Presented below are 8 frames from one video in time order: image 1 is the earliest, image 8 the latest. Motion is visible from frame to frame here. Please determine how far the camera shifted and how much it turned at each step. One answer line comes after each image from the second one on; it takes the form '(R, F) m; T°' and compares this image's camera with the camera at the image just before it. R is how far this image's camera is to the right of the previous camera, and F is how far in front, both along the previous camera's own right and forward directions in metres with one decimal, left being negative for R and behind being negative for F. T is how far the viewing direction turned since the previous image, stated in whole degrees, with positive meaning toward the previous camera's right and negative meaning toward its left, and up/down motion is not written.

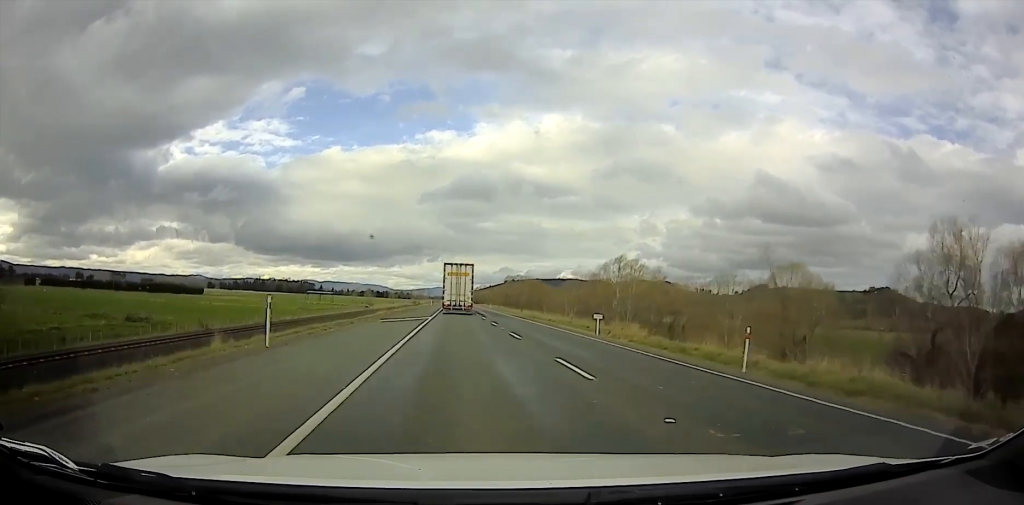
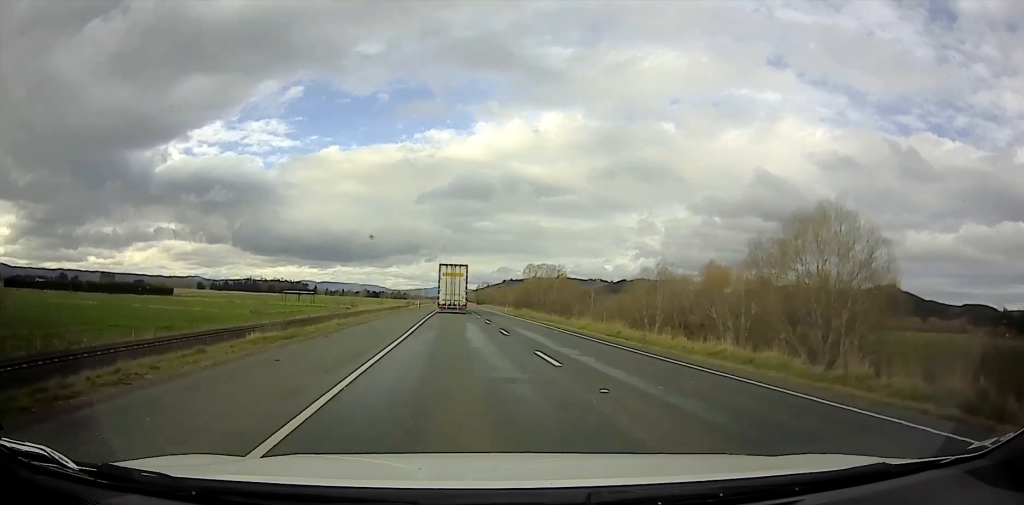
(0.0, +52.8) m; 0°
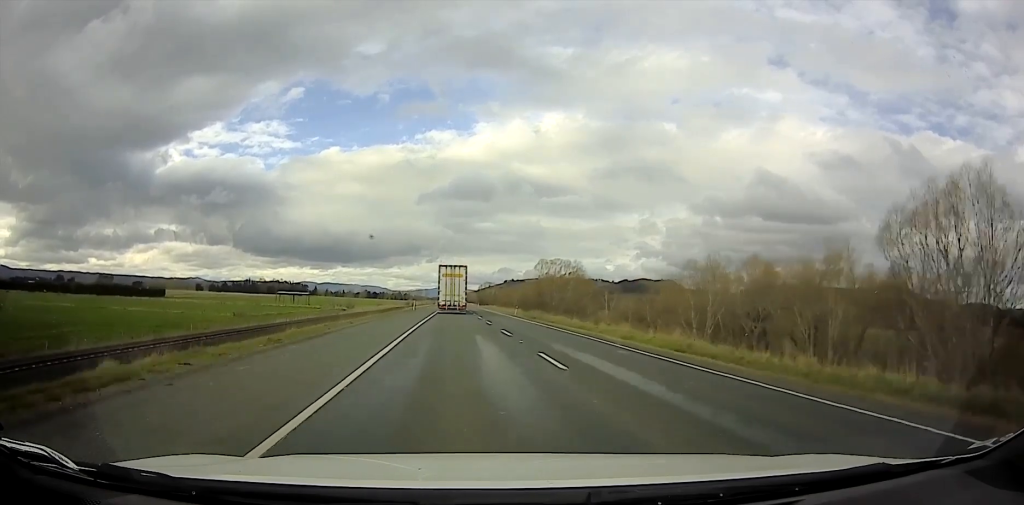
(0.0, +14.0) m; 0°
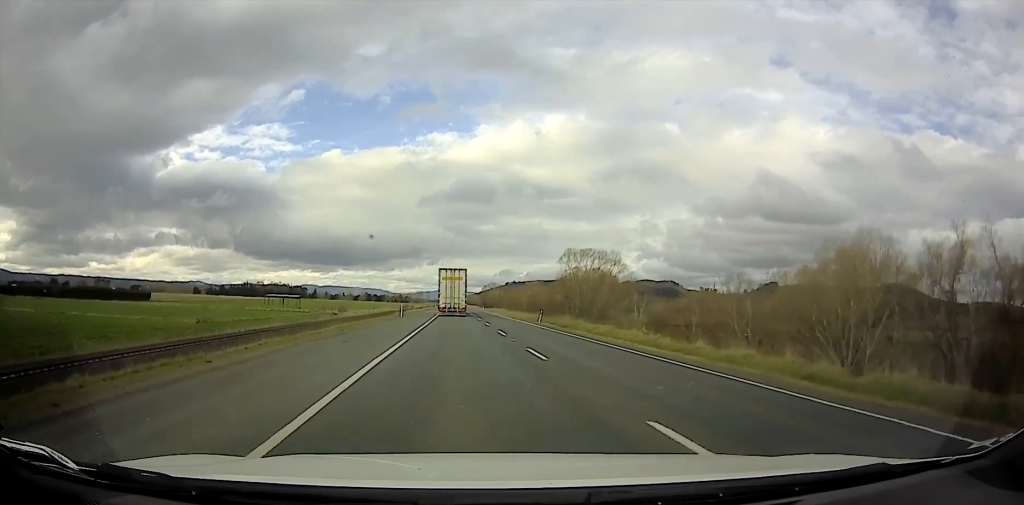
(0.0, +22.5) m; 0°
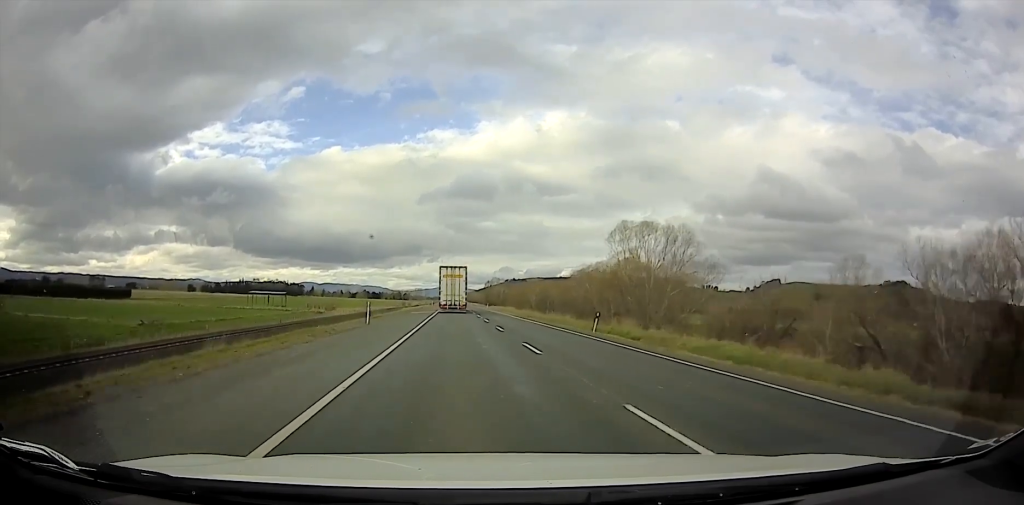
(0.0, +23.5) m; 0°
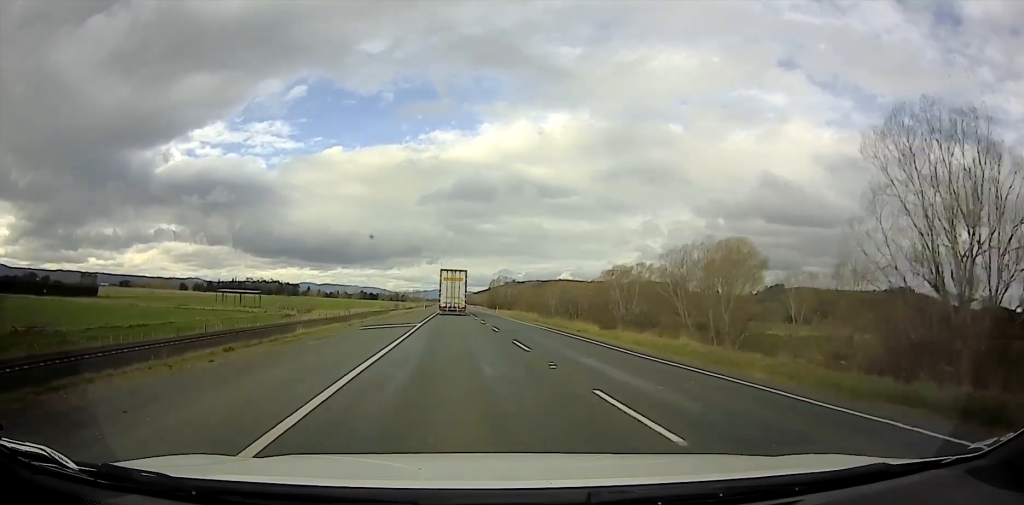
(0.0, +33.0) m; 0°
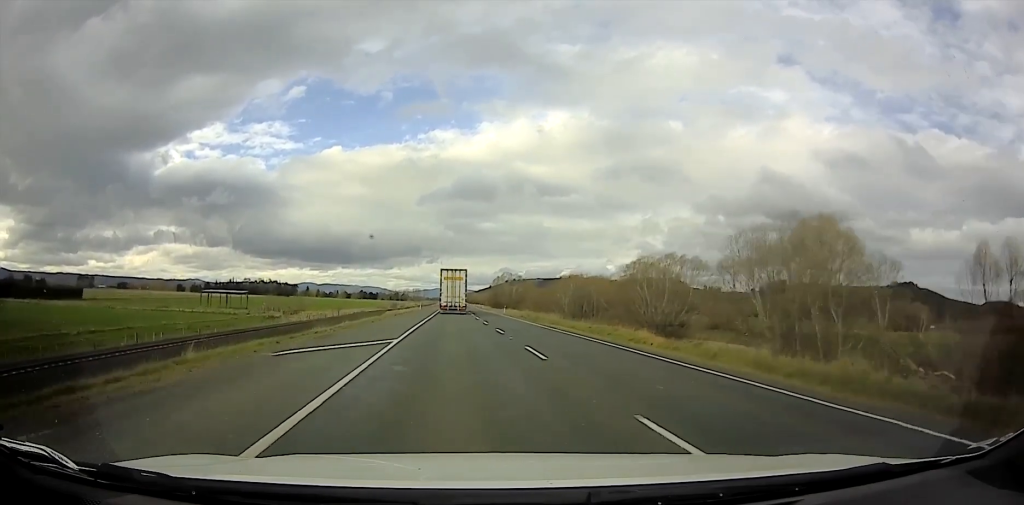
(0.0, +13.8) m; 0°
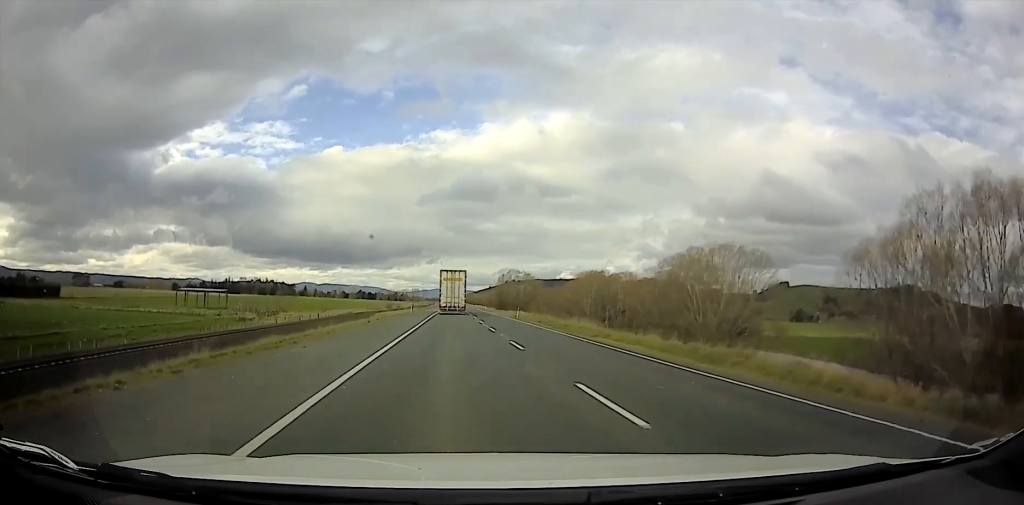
(0.0, +17.1) m; 0°
